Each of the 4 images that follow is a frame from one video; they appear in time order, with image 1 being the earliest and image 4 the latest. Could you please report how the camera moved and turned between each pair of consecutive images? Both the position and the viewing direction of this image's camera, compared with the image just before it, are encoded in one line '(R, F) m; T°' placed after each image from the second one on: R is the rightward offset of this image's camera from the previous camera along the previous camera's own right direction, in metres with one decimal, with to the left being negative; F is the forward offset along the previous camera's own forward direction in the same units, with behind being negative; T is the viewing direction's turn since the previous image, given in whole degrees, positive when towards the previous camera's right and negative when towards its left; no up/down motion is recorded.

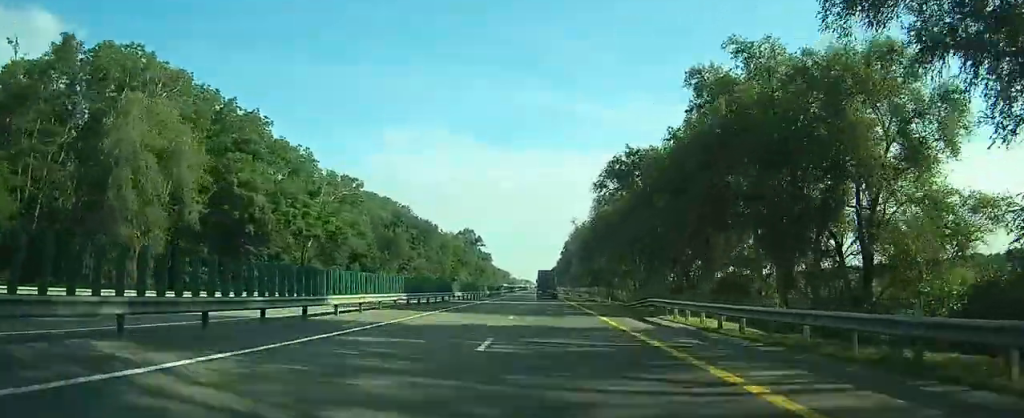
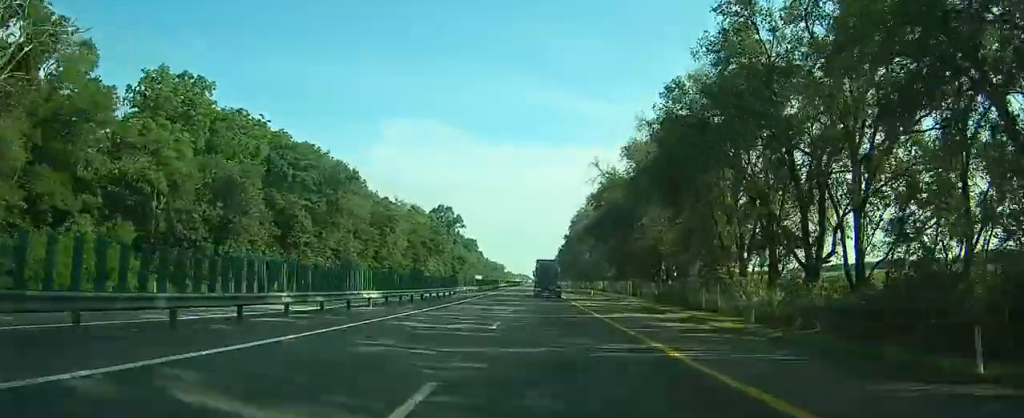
(+0.9, +54.2) m; +1°
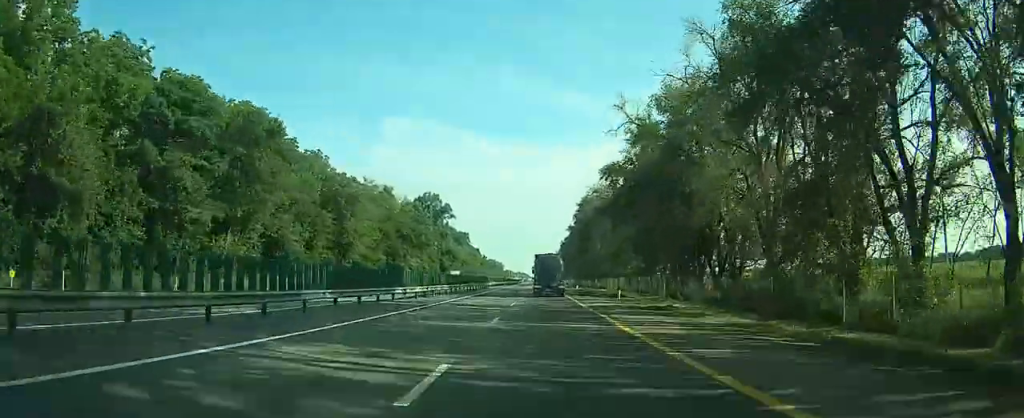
(0.0, +22.5) m; -1°
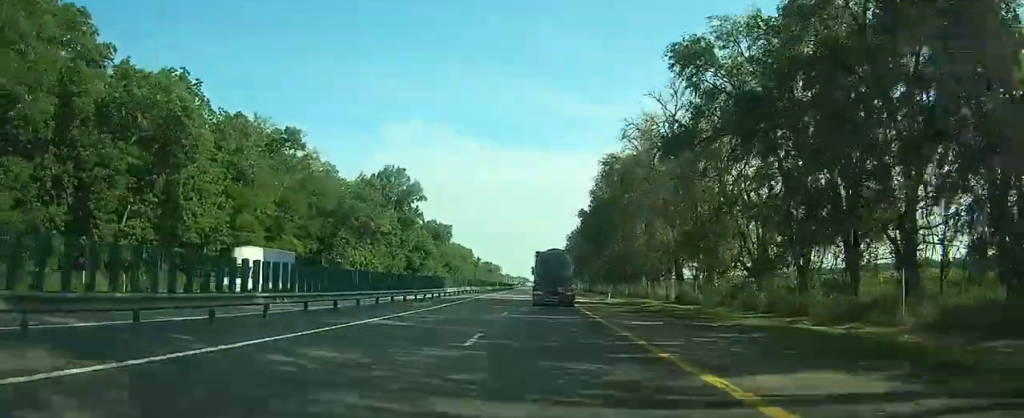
(-0.2, +42.2) m; +1°
